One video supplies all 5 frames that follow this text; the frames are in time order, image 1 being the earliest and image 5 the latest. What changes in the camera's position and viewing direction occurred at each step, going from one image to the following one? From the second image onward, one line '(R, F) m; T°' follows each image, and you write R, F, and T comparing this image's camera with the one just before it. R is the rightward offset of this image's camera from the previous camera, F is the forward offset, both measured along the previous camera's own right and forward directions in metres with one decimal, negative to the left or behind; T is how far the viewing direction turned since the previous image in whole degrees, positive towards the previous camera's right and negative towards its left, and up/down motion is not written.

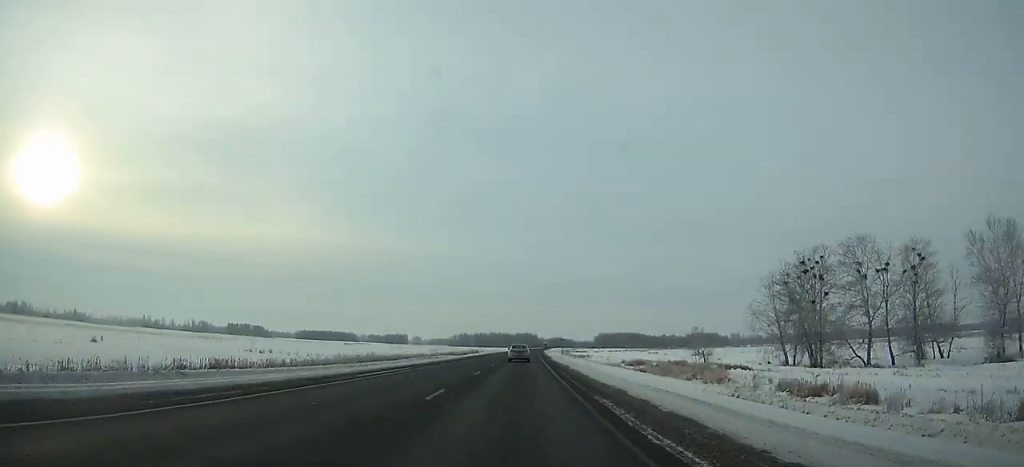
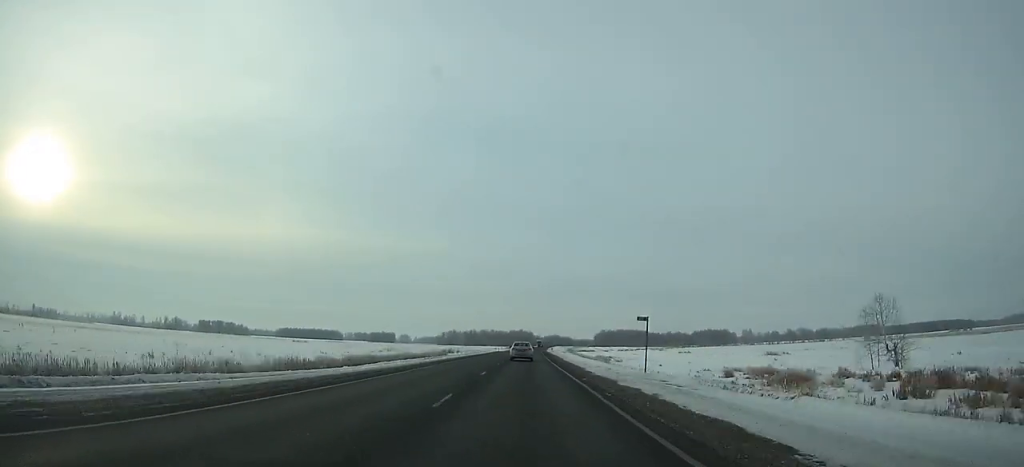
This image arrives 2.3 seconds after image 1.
(+0.4, +60.6) m; +1°
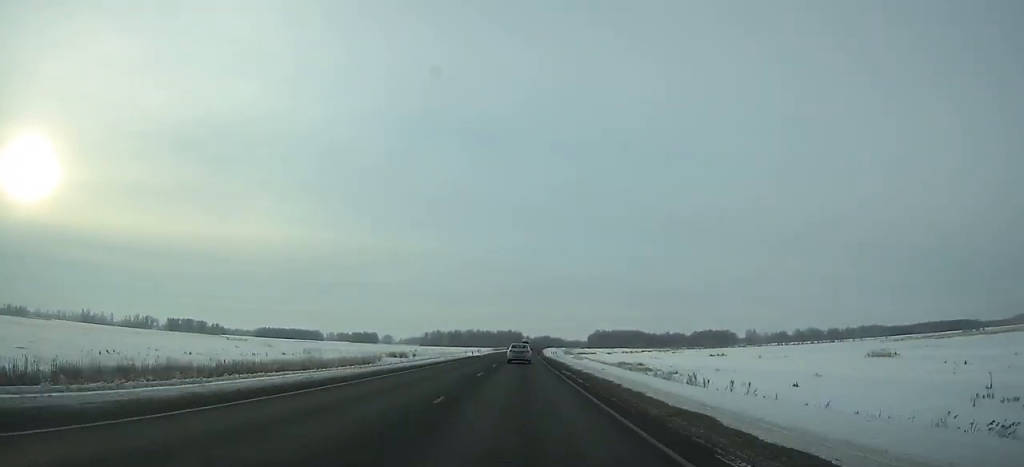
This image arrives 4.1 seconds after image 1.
(+0.2, +46.8) m; +1°
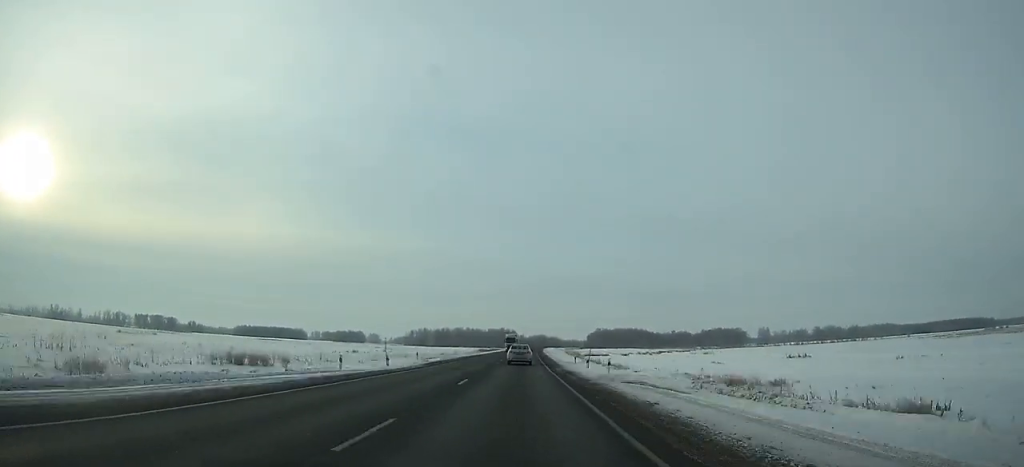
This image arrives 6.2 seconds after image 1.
(+0.6, +53.5) m; +1°
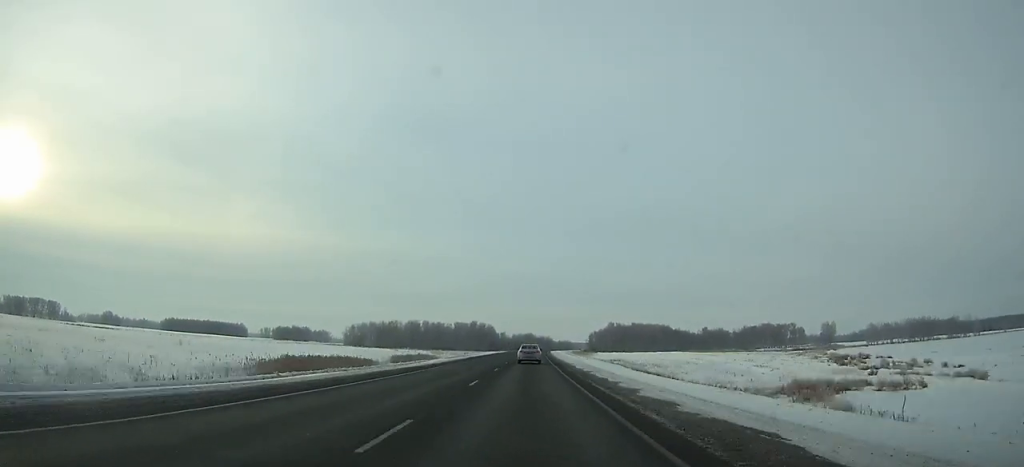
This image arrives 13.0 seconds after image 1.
(+1.9, +166.8) m; +2°
